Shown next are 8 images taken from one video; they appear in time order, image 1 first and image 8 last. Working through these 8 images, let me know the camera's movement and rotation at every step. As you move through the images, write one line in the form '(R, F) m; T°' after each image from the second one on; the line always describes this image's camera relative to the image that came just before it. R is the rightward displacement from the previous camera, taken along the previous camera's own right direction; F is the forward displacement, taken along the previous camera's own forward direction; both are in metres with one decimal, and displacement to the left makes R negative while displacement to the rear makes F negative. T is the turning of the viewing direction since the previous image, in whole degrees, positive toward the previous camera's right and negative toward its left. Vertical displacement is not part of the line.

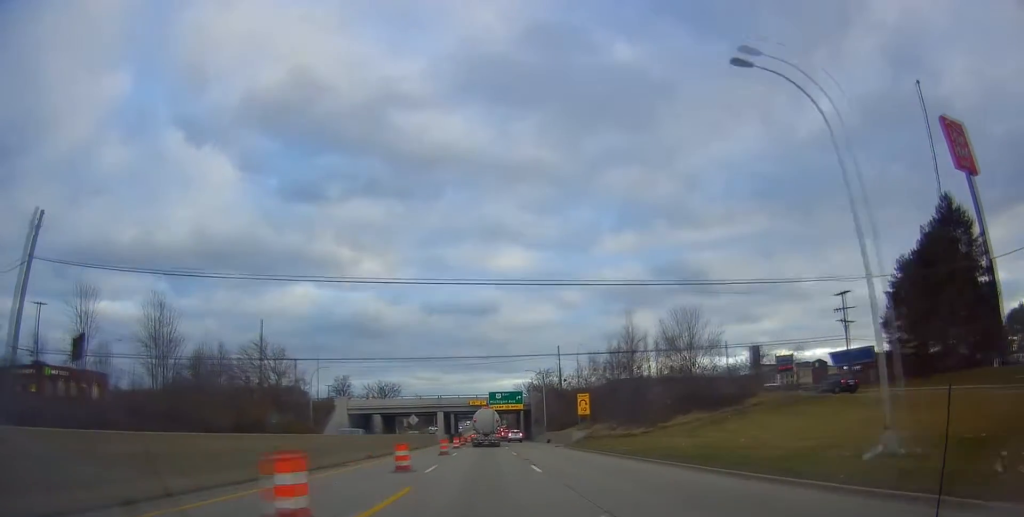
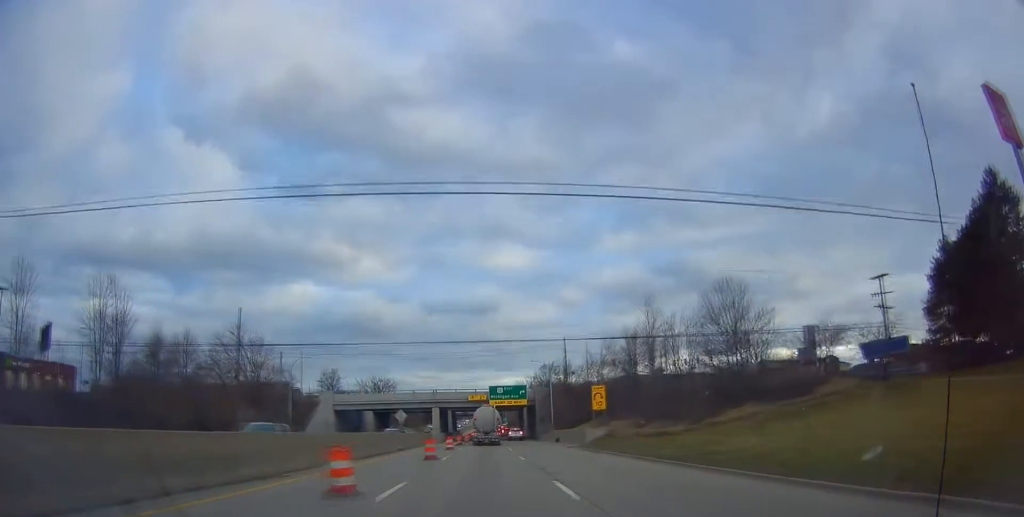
(+0.5, +8.4) m; +1°
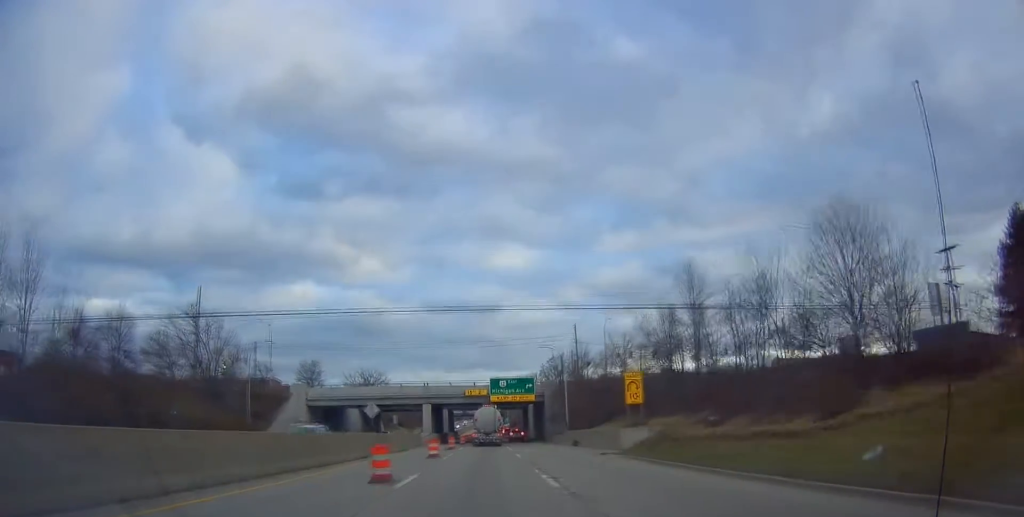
(+0.3, +12.7) m; 0°
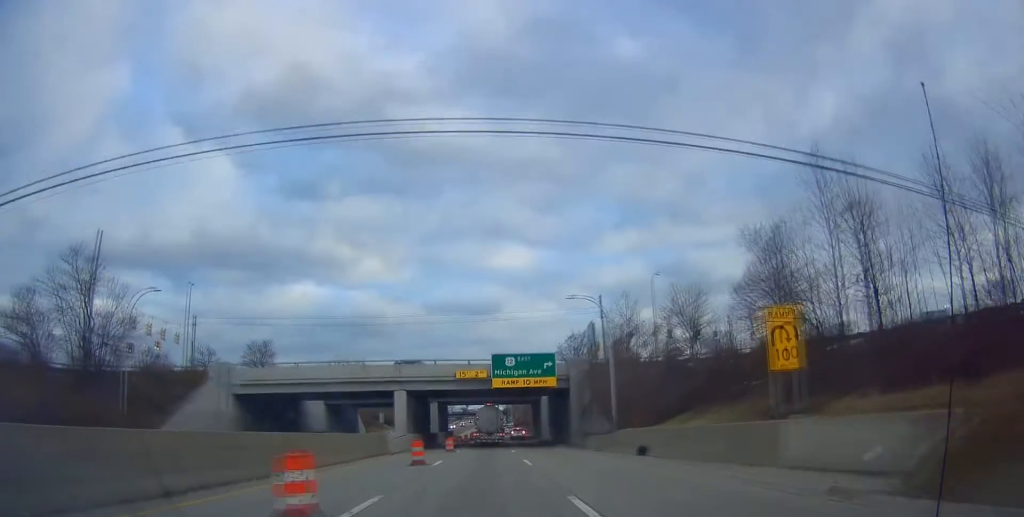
(-0.5, +21.4) m; 0°
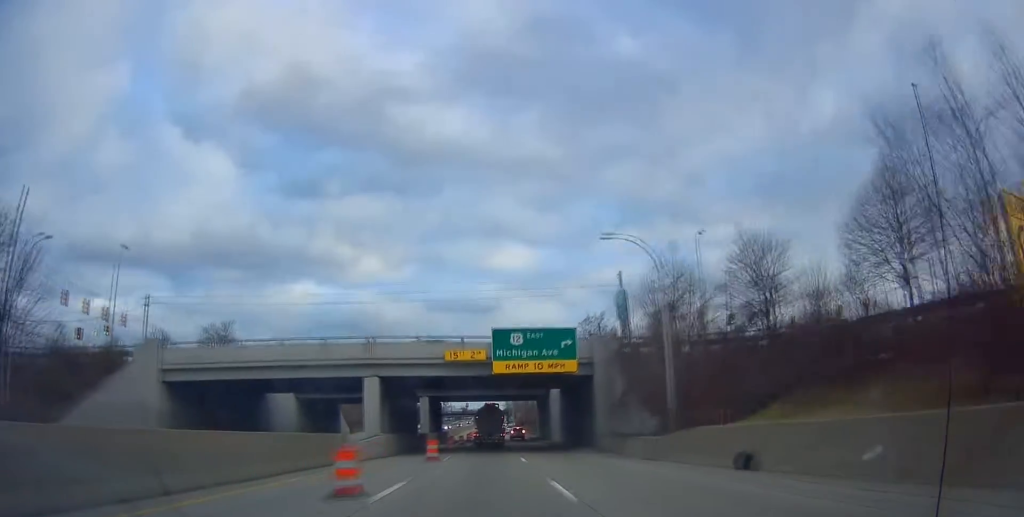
(+0.2, +11.1) m; +1°
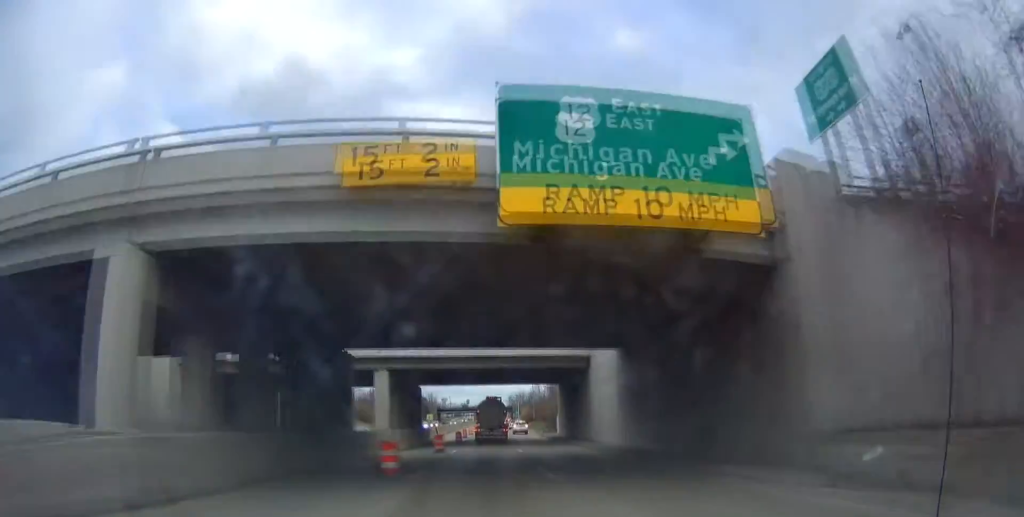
(-0.3, +26.4) m; -1°
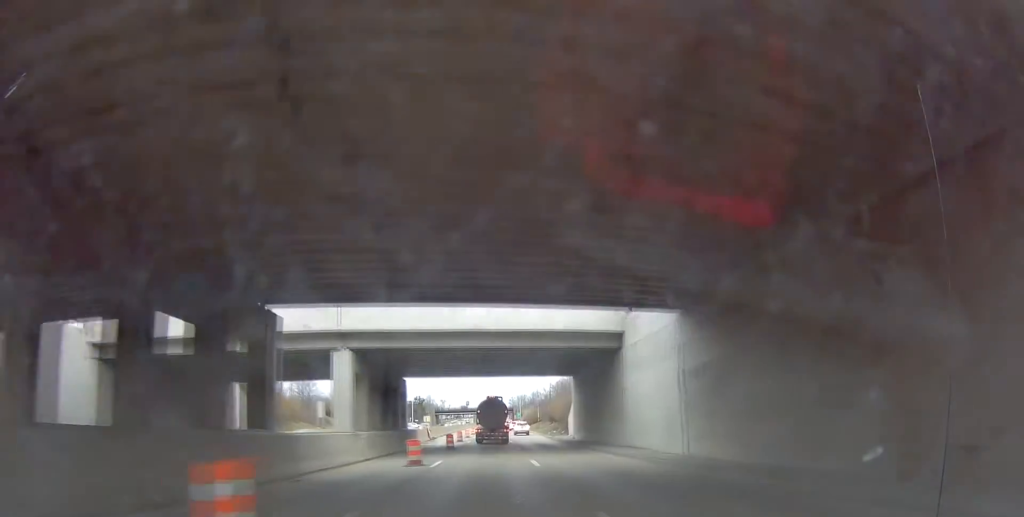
(-0.2, +10.7) m; 0°
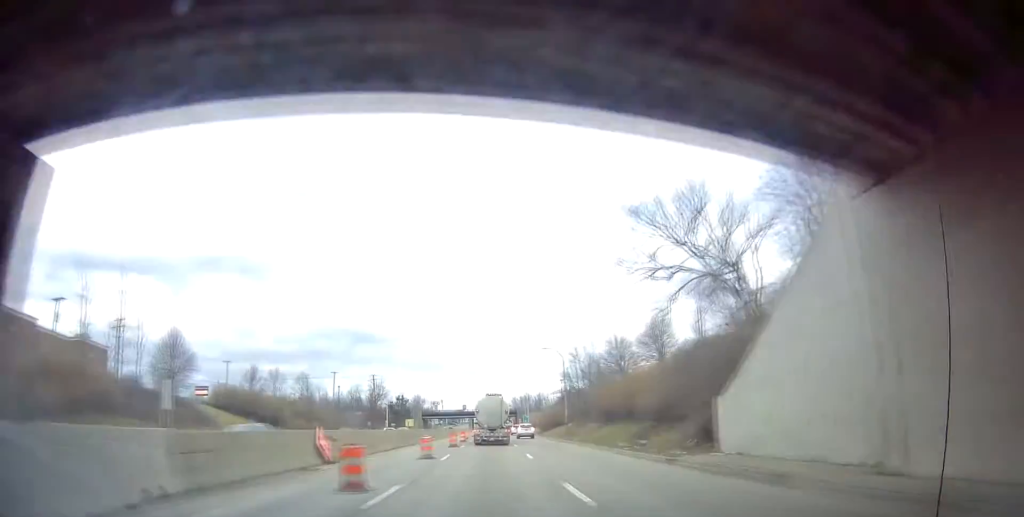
(-0.3, +41.7) m; -2°
